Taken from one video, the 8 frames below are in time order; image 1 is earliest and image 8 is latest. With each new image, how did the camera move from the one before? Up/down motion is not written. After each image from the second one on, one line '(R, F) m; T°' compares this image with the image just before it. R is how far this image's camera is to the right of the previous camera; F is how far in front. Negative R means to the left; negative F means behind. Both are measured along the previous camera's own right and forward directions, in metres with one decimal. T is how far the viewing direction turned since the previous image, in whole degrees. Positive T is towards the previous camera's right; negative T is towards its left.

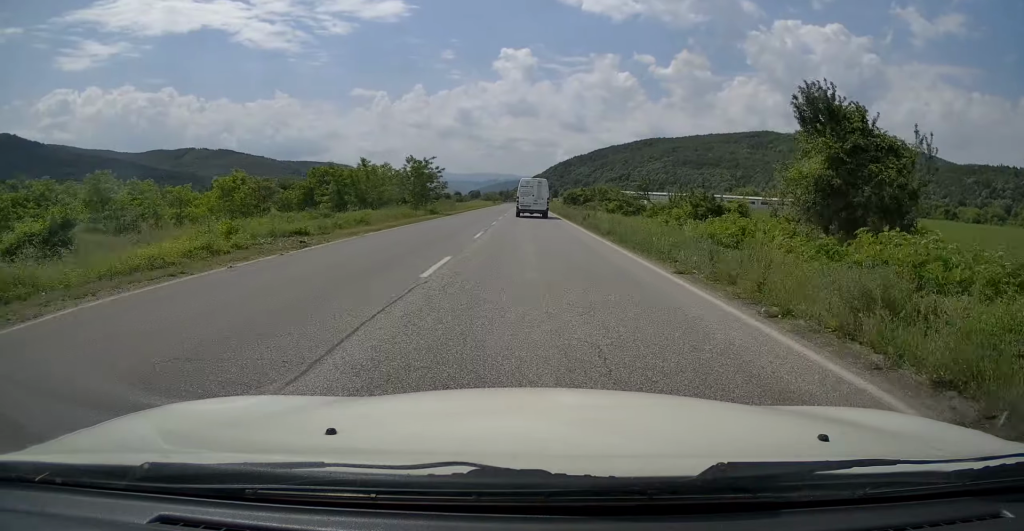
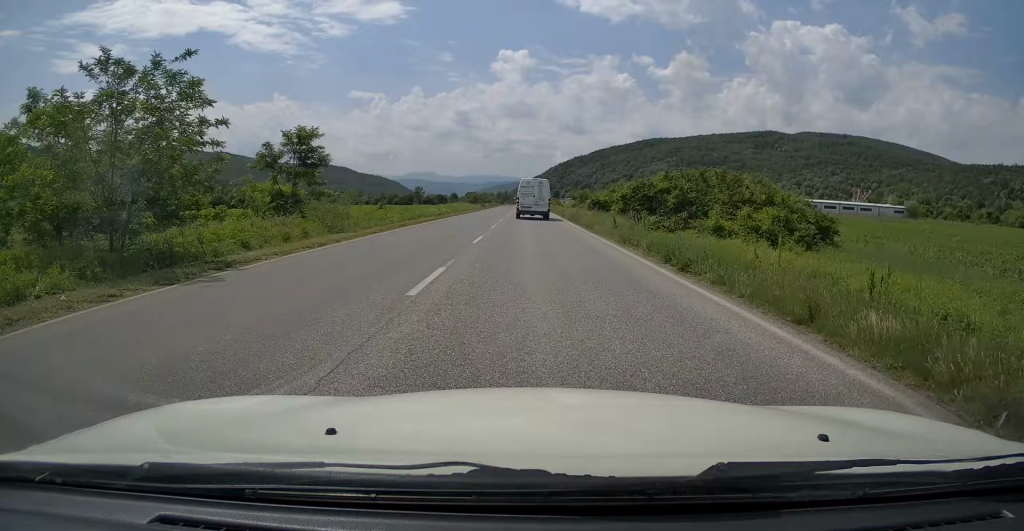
(+0.1, +36.1) m; 0°
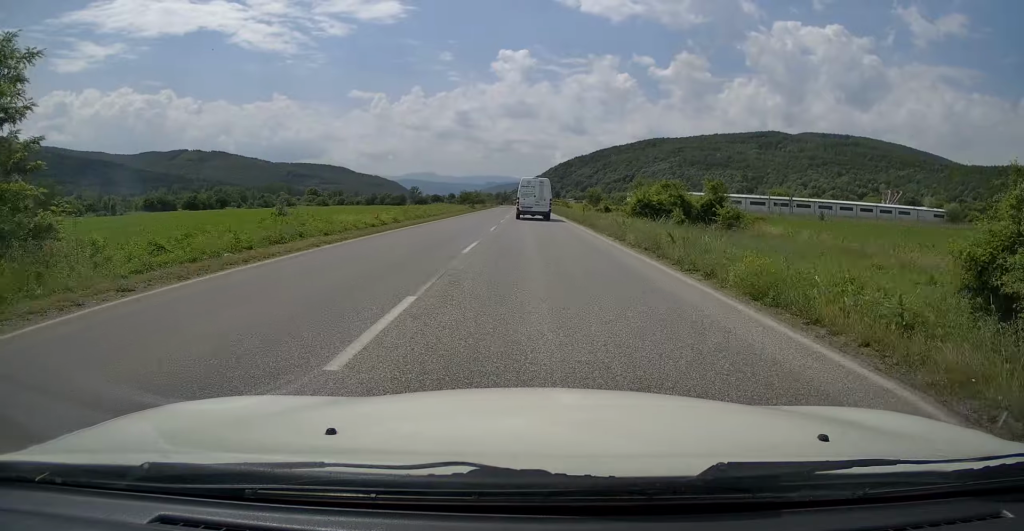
(0.0, +21.4) m; 0°
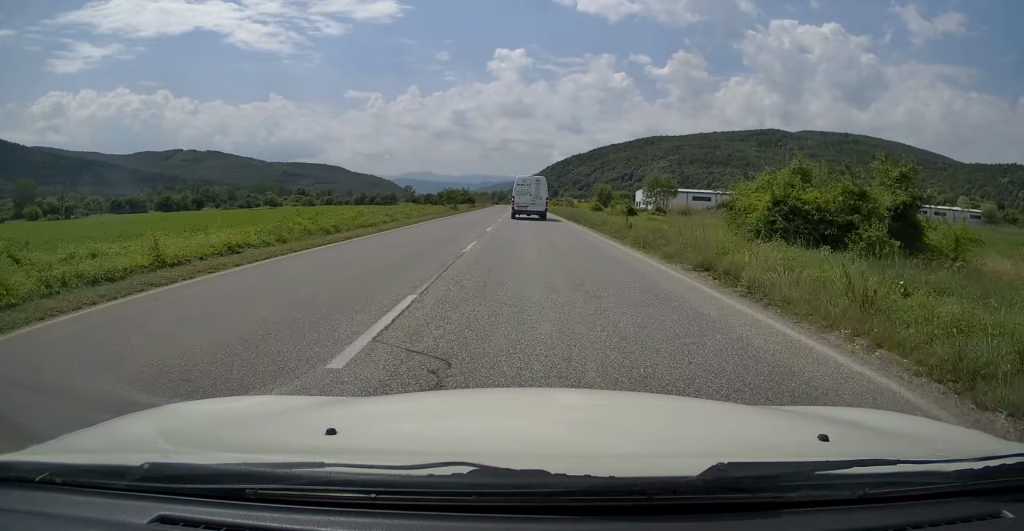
(0.0, +18.1) m; 0°
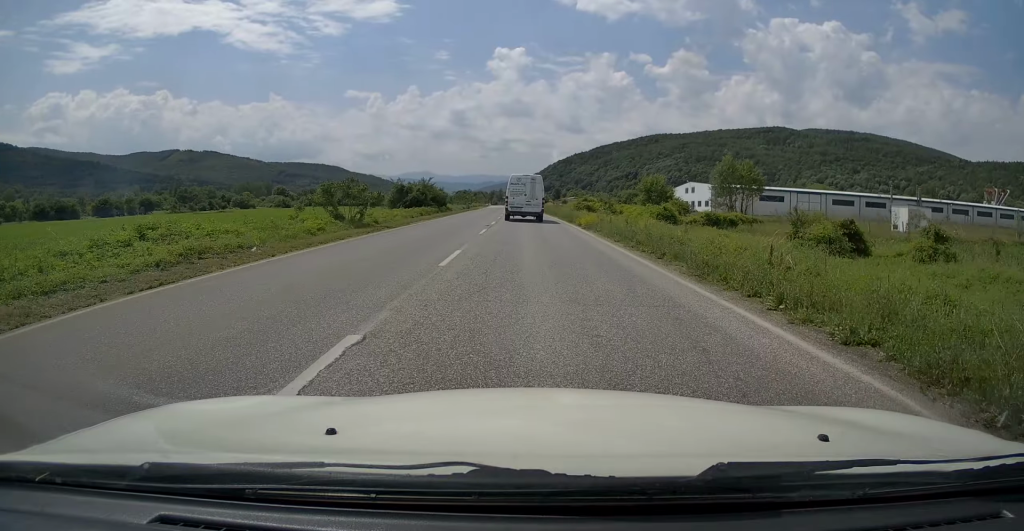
(-0.1, +38.4) m; 0°
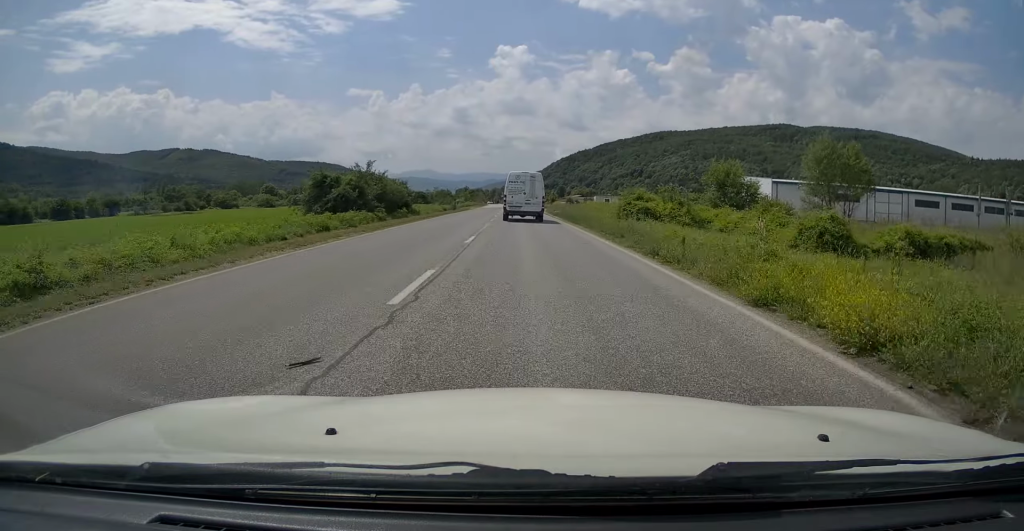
(+0.2, +22.5) m; 0°
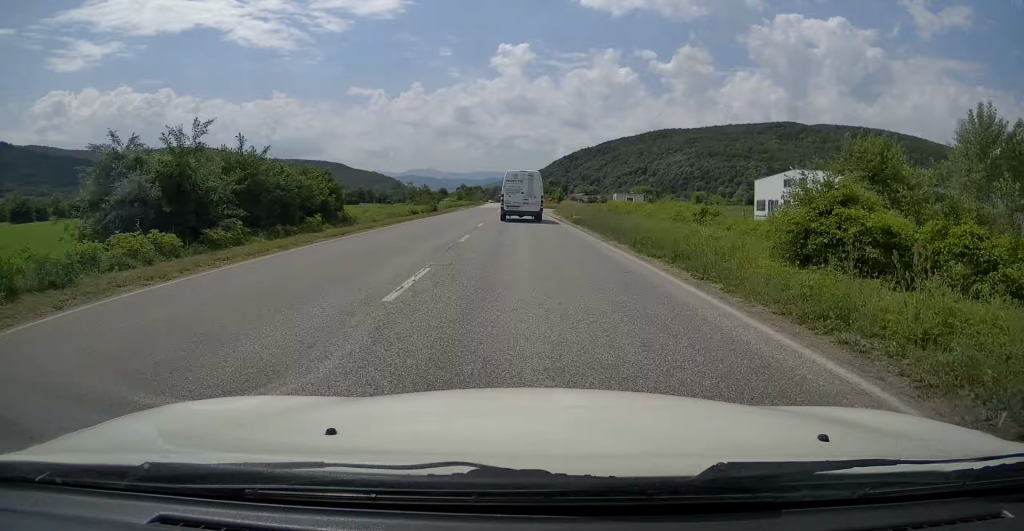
(-0.1, +18.4) m; 0°
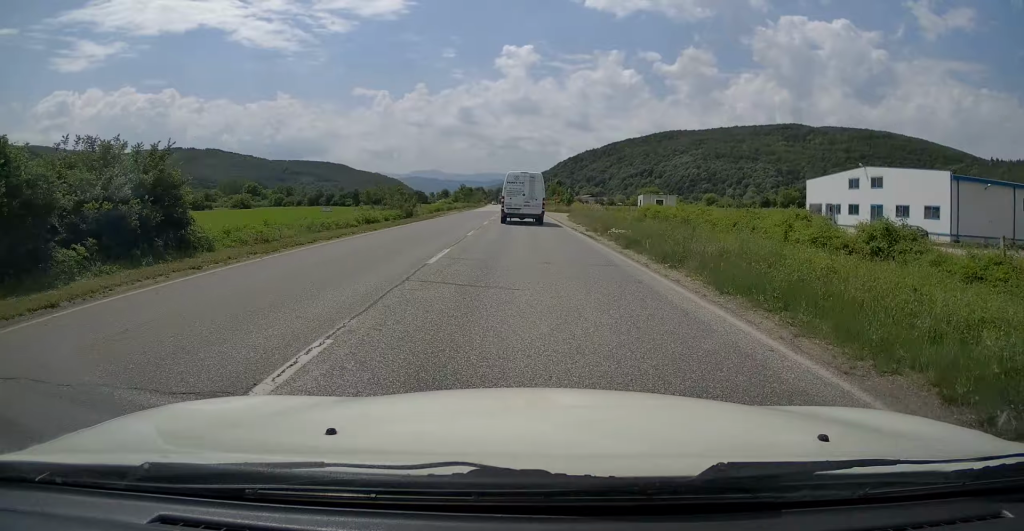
(0.0, +14.2) m; 0°
